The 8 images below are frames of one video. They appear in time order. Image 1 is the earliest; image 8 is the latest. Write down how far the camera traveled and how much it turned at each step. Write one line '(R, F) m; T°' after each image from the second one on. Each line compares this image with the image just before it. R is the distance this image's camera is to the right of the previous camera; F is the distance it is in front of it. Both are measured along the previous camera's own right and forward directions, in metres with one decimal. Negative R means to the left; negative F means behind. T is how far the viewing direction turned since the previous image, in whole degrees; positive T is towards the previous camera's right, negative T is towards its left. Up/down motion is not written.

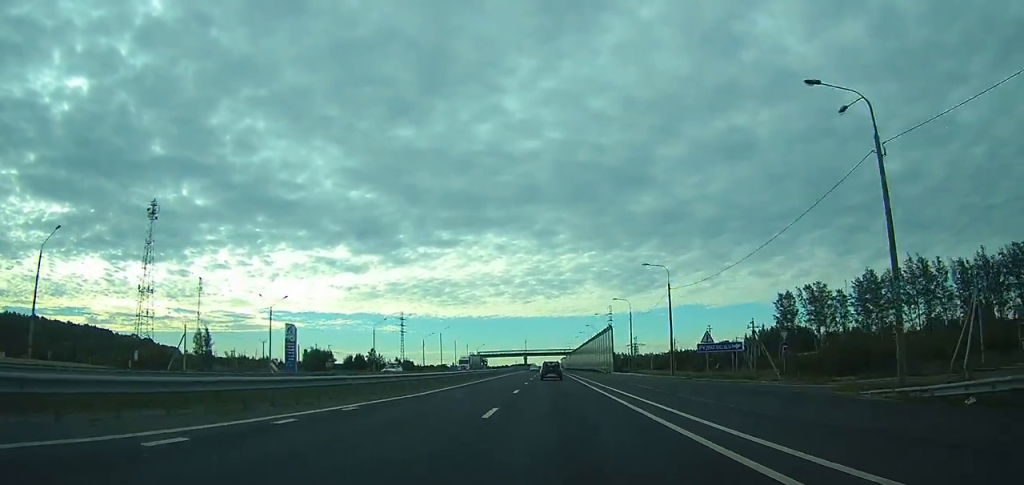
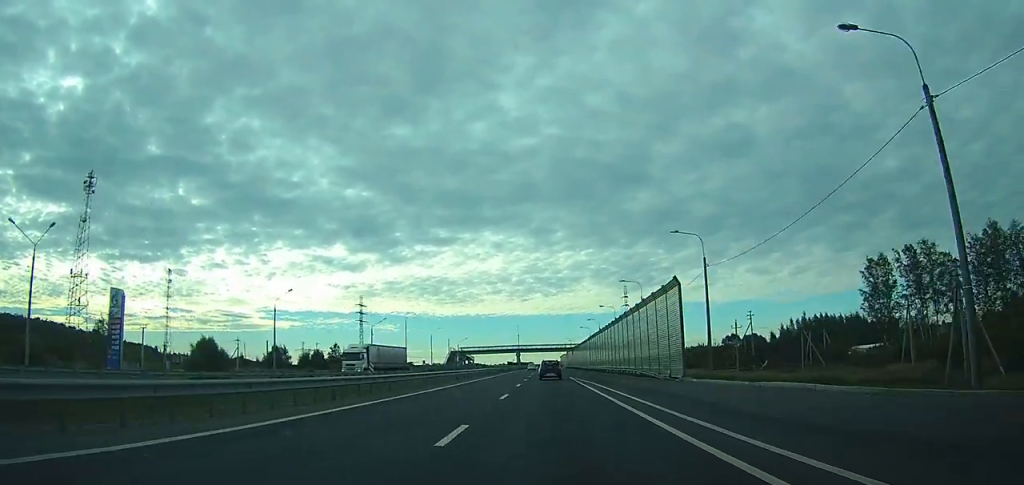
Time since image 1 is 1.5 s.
(-0.1, +38.8) m; 0°
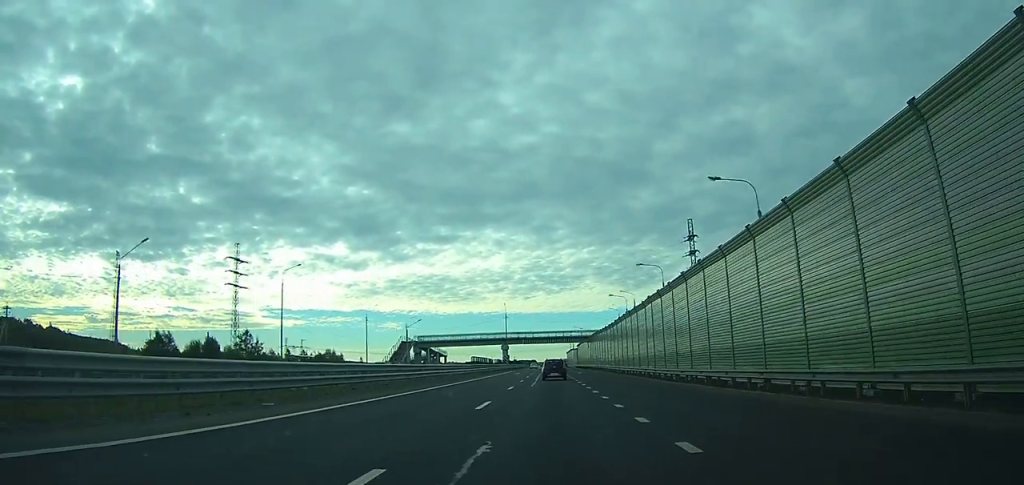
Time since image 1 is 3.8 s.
(-0.1, +67.5) m; 0°
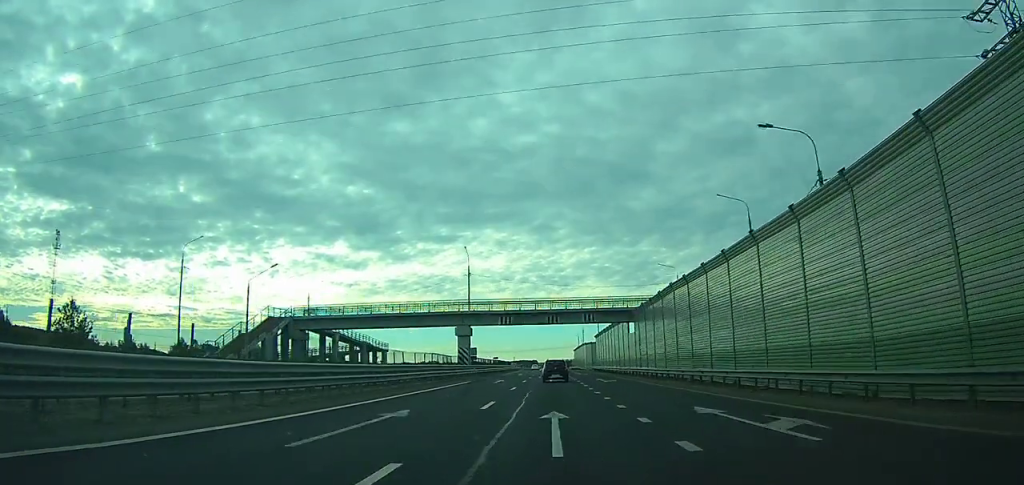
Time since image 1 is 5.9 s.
(-0.1, +63.4) m; 0°
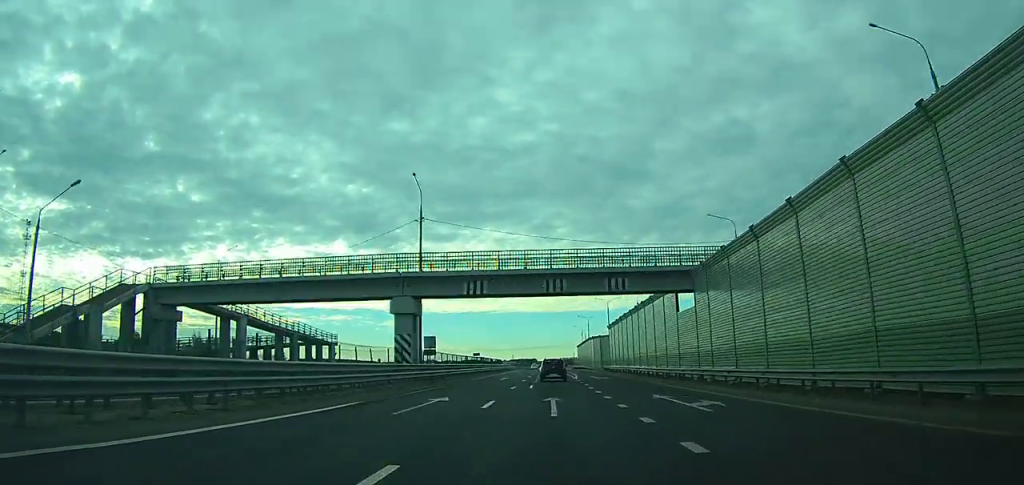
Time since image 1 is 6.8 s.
(-0.1, +25.6) m; 0°
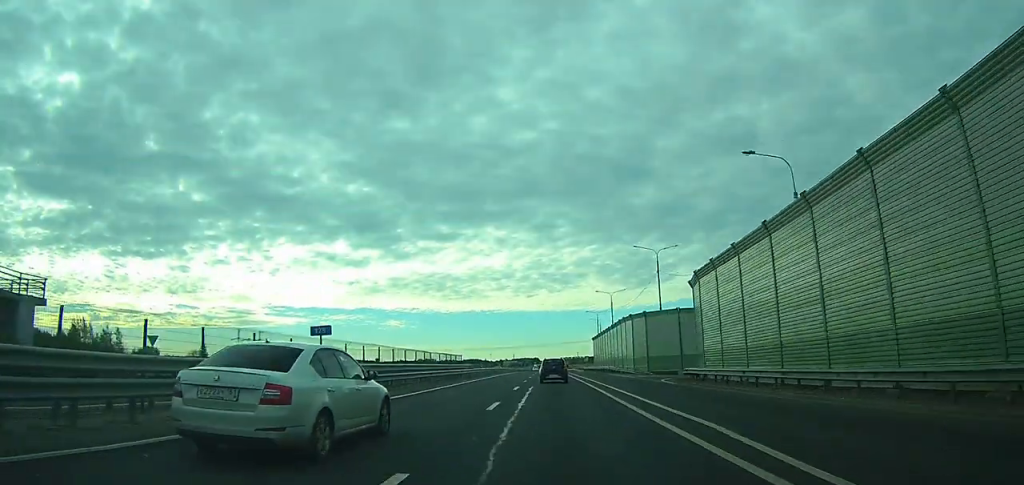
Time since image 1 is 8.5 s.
(0.0, +50.7) m; 0°
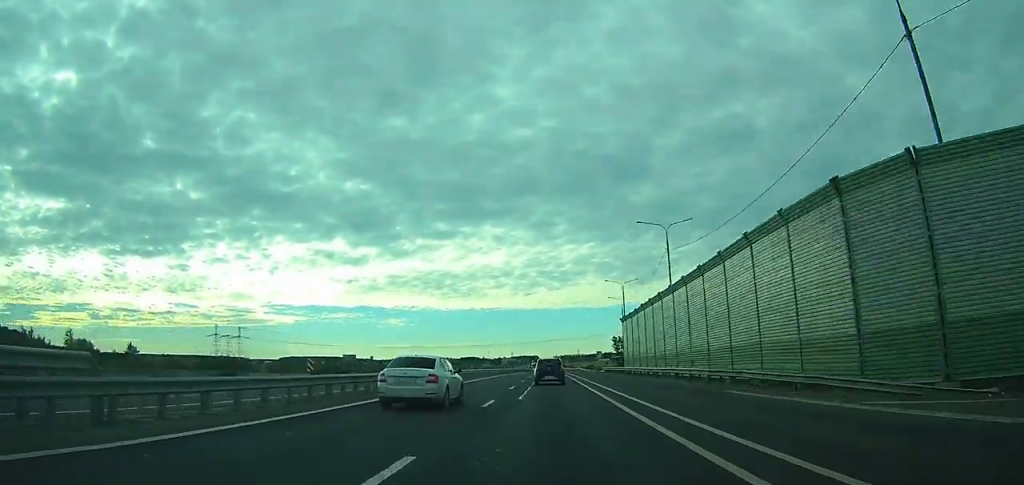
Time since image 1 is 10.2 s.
(0.0, +48.3) m; 0°
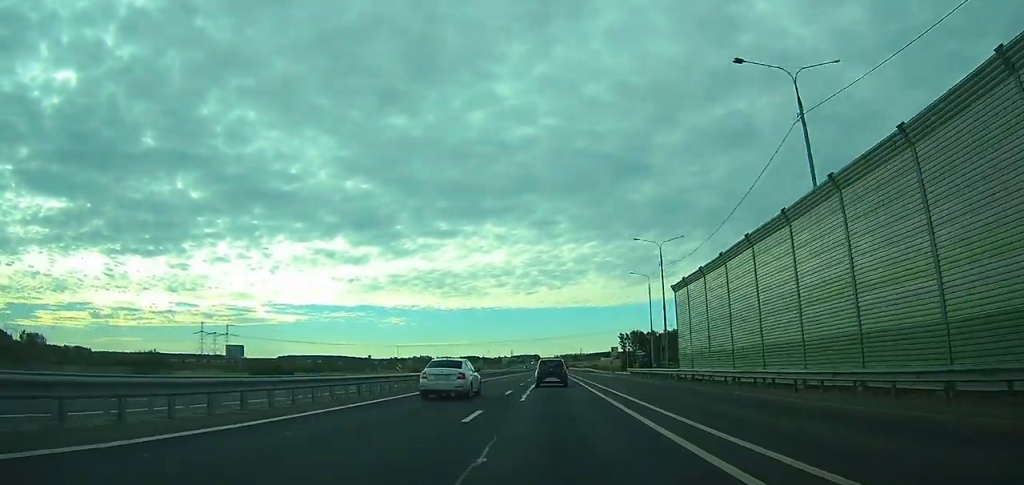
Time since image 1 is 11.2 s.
(0.0, +28.9) m; 0°
